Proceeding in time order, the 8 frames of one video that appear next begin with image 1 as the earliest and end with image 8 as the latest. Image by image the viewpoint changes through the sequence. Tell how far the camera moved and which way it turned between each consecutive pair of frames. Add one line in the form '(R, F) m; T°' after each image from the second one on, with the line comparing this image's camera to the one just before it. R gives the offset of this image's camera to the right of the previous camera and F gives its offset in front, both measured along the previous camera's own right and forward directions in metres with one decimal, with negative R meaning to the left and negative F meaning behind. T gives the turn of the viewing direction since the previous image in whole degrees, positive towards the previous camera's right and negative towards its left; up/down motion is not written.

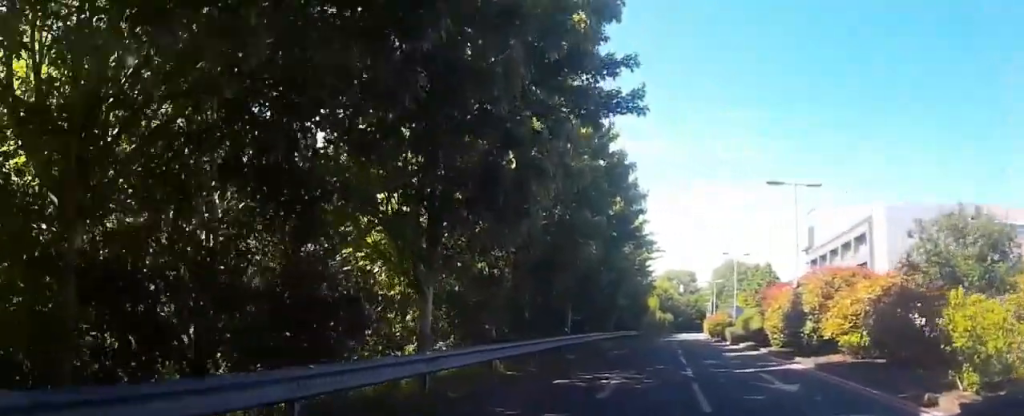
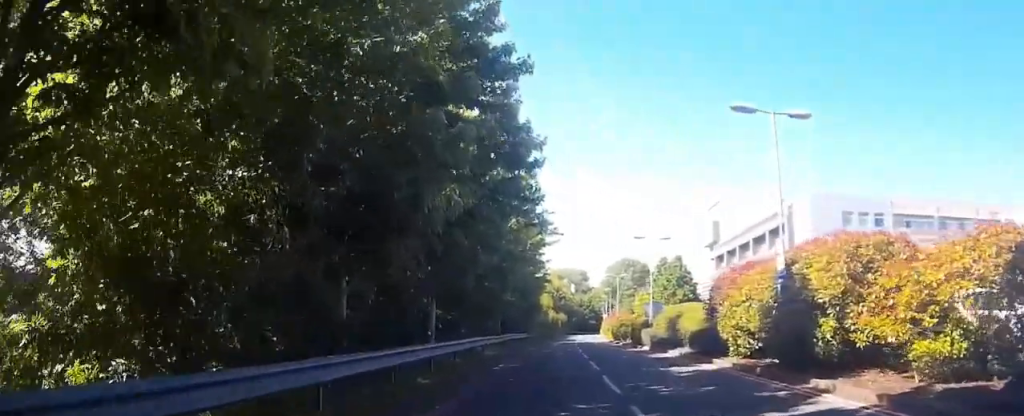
(+1.1, +8.8) m; +8°
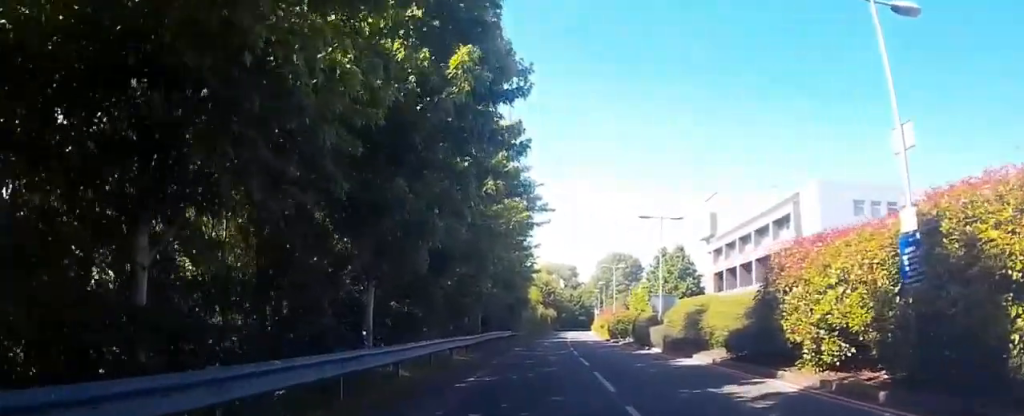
(+0.2, +6.5) m; +1°
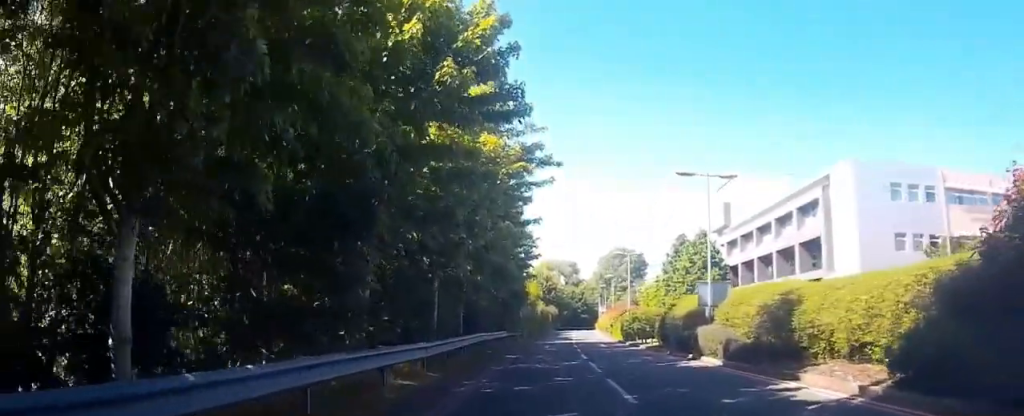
(-0.2, +9.2) m; -1°
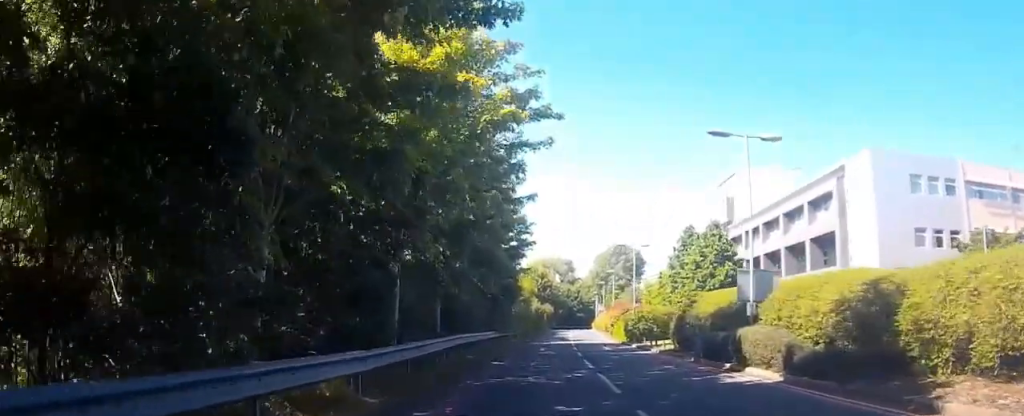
(+0.2, +4.9) m; -3°
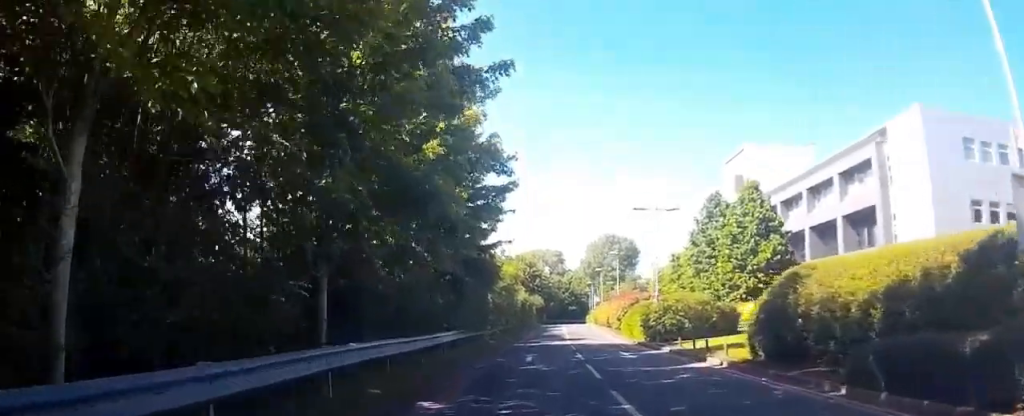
(-1.1, +11.5) m; -8°
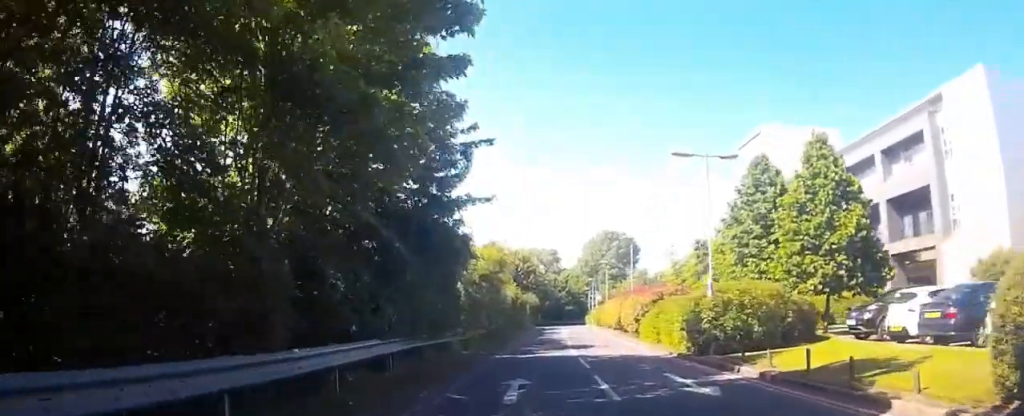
(-0.3, +9.7) m; -3°
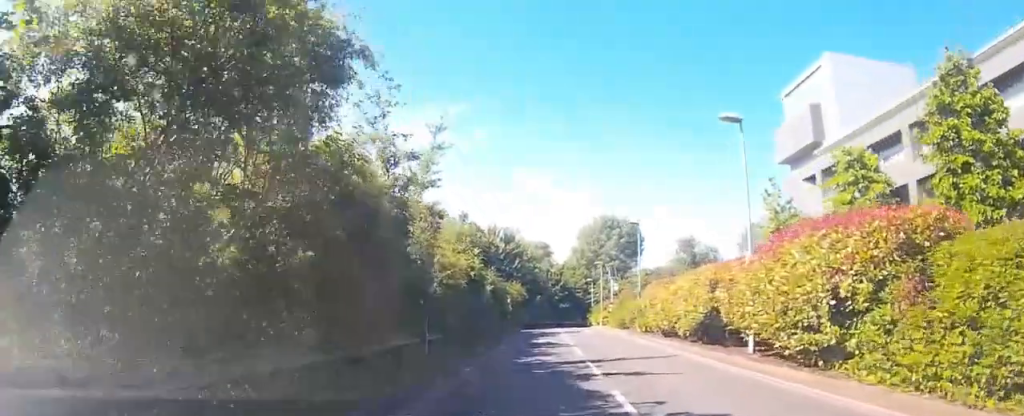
(-2.1, +22.6) m; -12°
